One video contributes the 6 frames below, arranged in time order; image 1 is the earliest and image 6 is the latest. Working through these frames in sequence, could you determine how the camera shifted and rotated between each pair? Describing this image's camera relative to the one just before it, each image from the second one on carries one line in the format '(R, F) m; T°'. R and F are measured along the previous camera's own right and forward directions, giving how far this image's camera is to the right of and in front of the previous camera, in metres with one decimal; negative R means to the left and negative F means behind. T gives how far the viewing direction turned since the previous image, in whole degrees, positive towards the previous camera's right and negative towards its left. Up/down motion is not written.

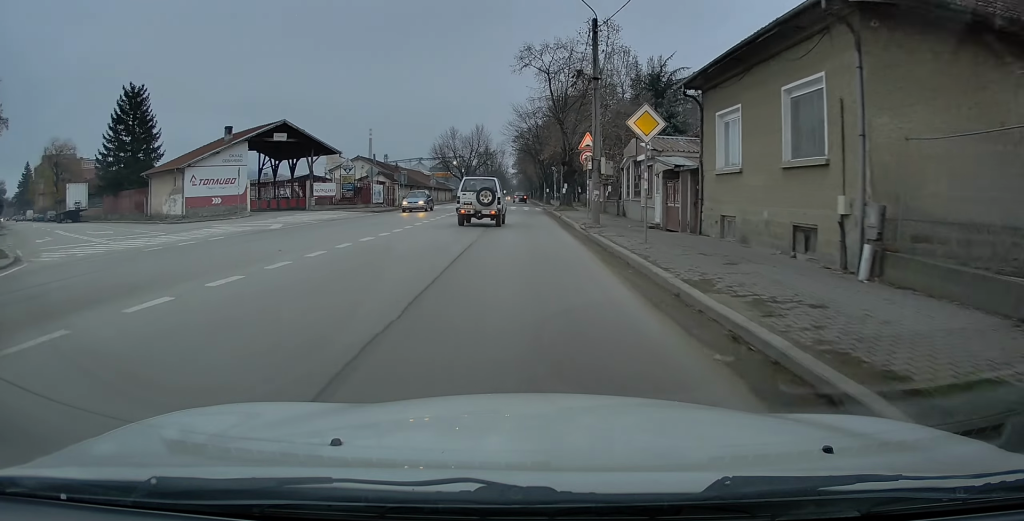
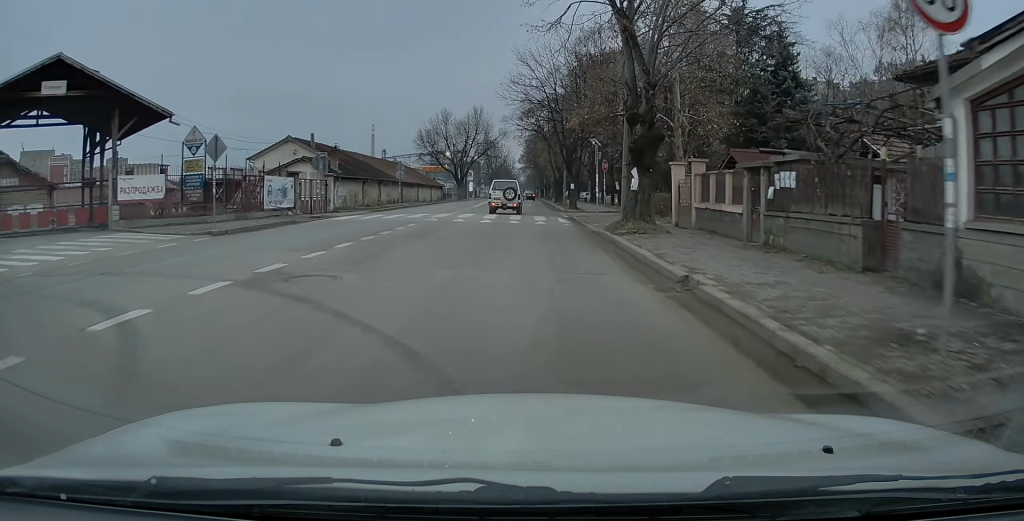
(-0.7, +24.3) m; 0°
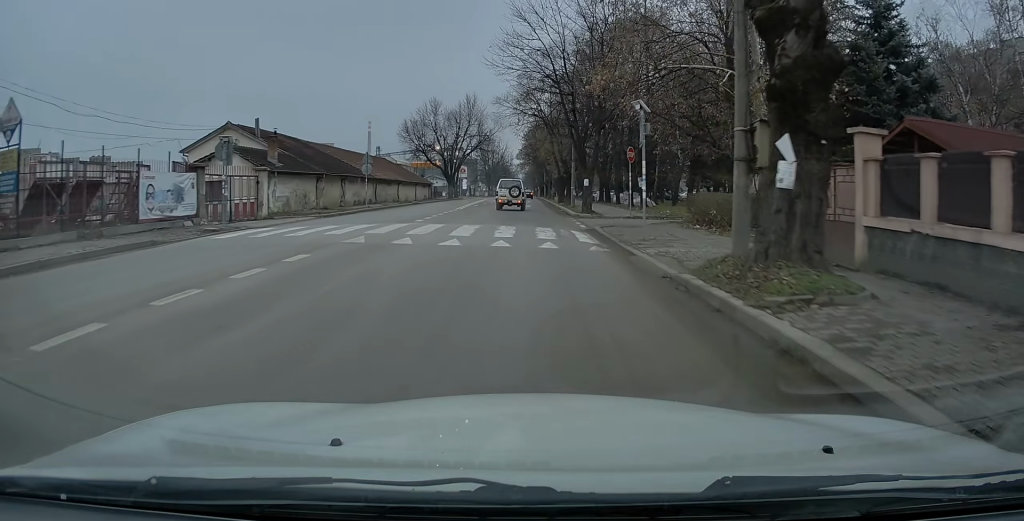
(0.0, +10.8) m; +1°
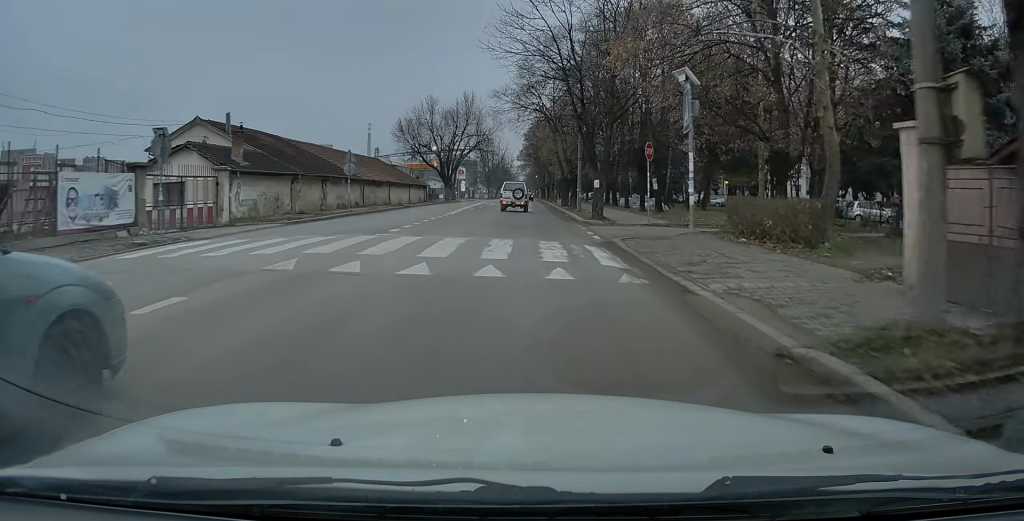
(0.0, +4.4) m; 0°
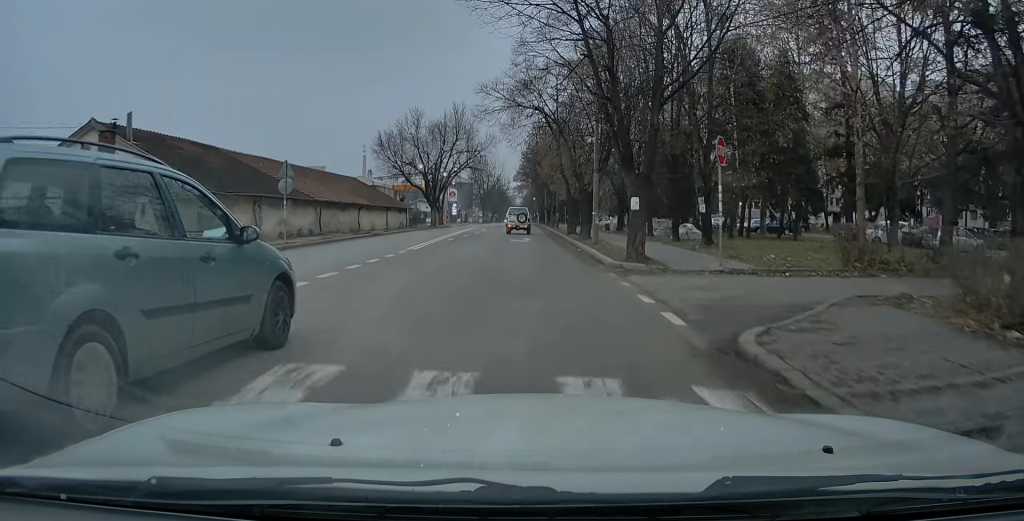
(-0.1, +9.9) m; +1°
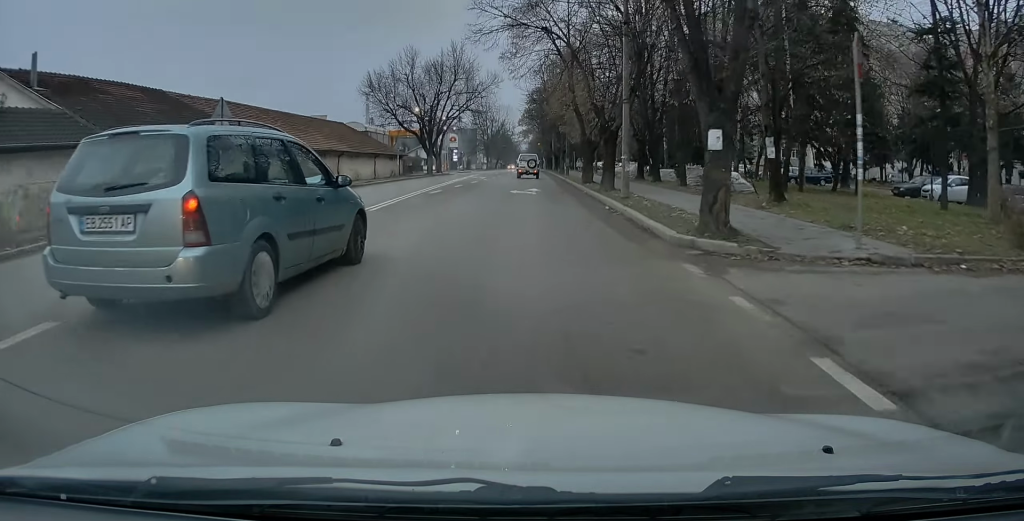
(+0.2, +6.7) m; 0°
